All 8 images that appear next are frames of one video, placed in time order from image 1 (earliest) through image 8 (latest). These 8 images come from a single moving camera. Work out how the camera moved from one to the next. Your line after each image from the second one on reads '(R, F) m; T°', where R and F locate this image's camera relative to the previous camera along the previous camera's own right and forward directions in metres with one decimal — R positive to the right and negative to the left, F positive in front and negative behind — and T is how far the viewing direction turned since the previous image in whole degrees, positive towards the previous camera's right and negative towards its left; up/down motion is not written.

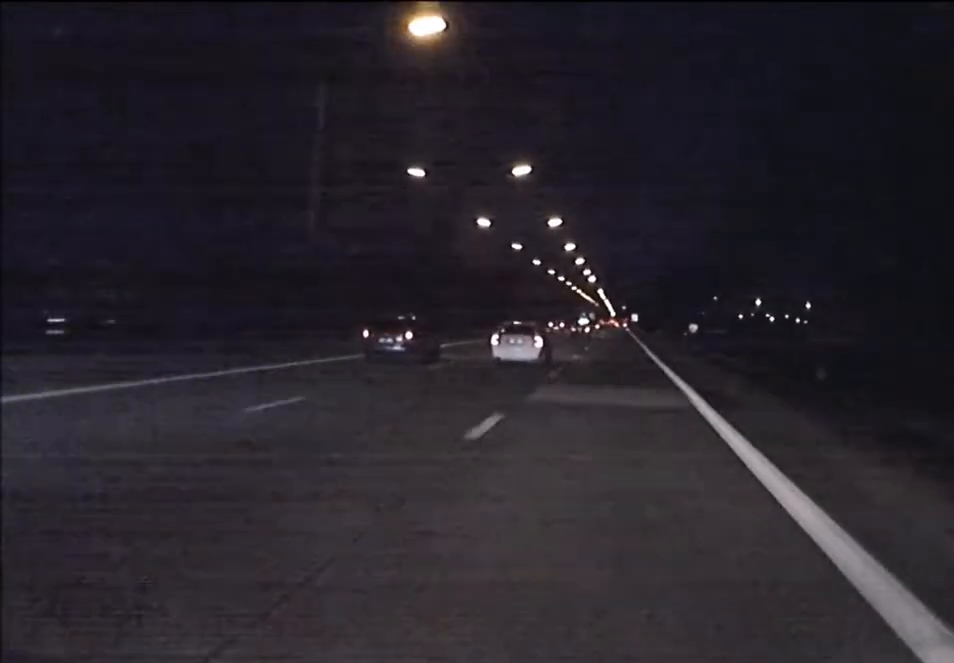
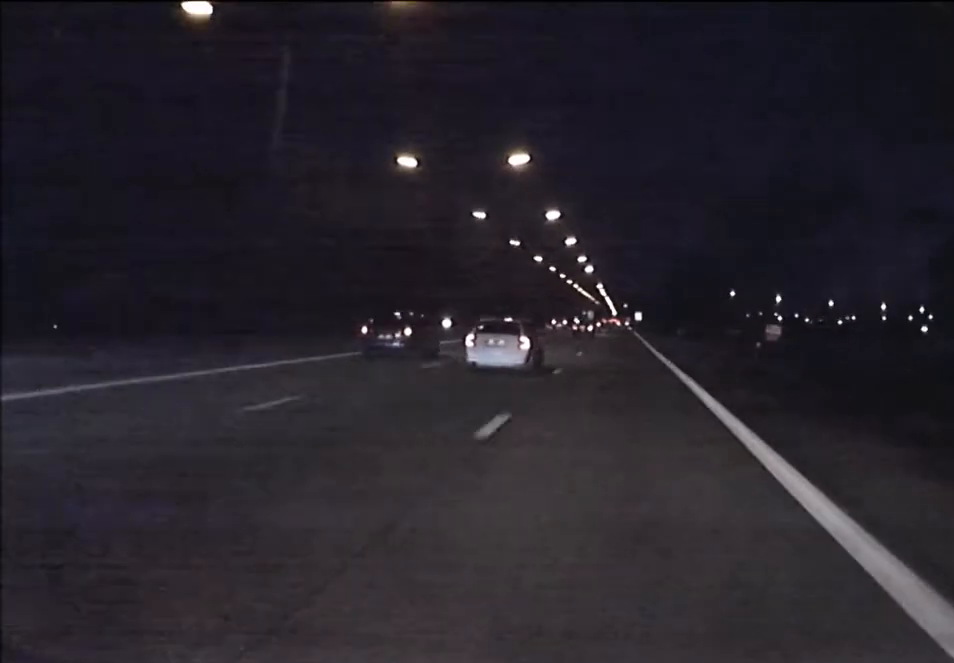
(-0.1, +37.7) m; 0°
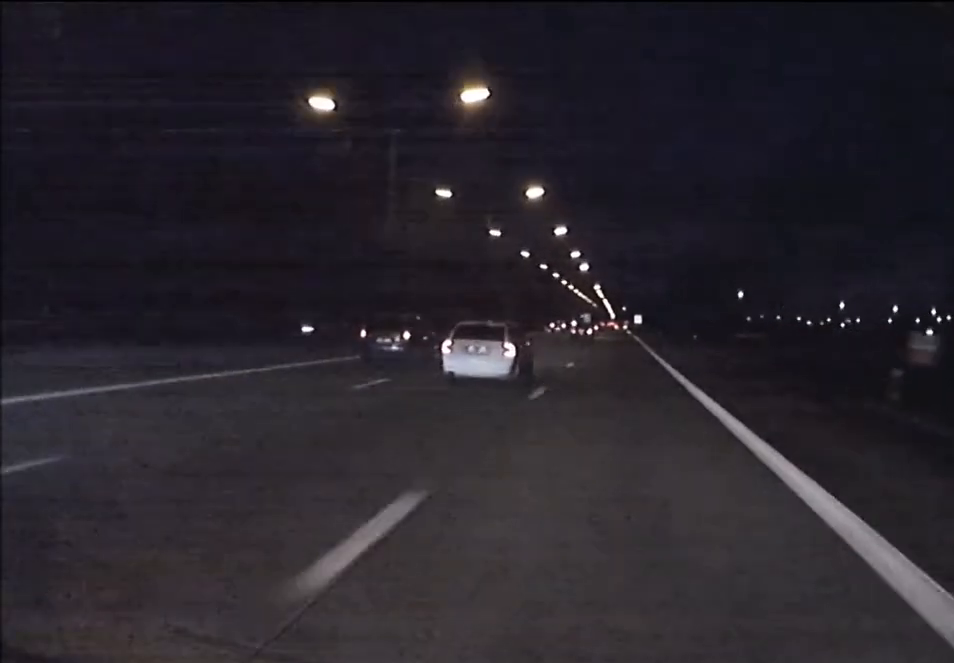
(0.0, +18.9) m; 0°
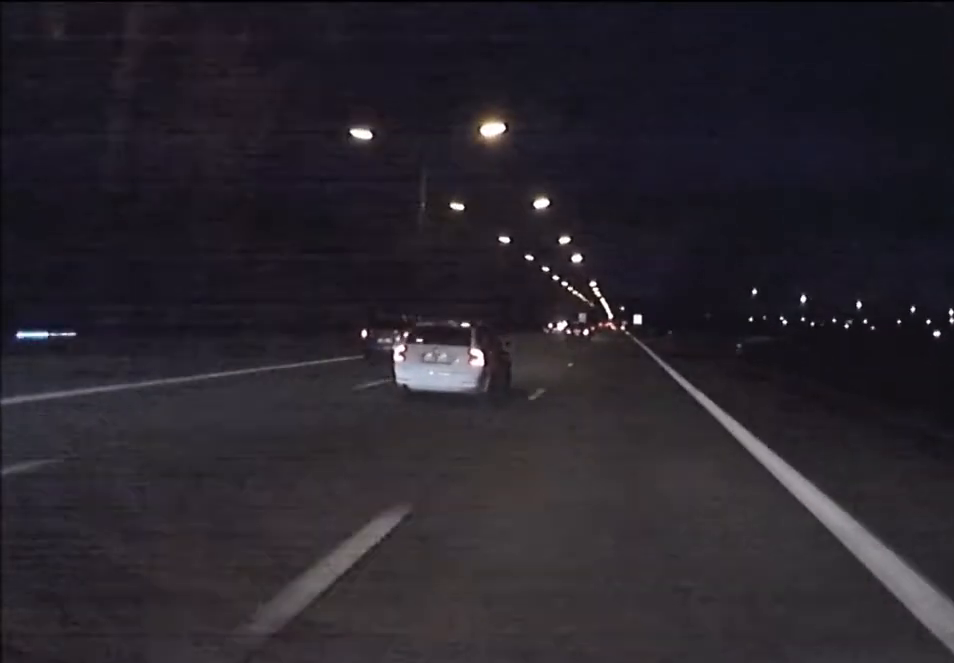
(+0.1, +24.1) m; 0°
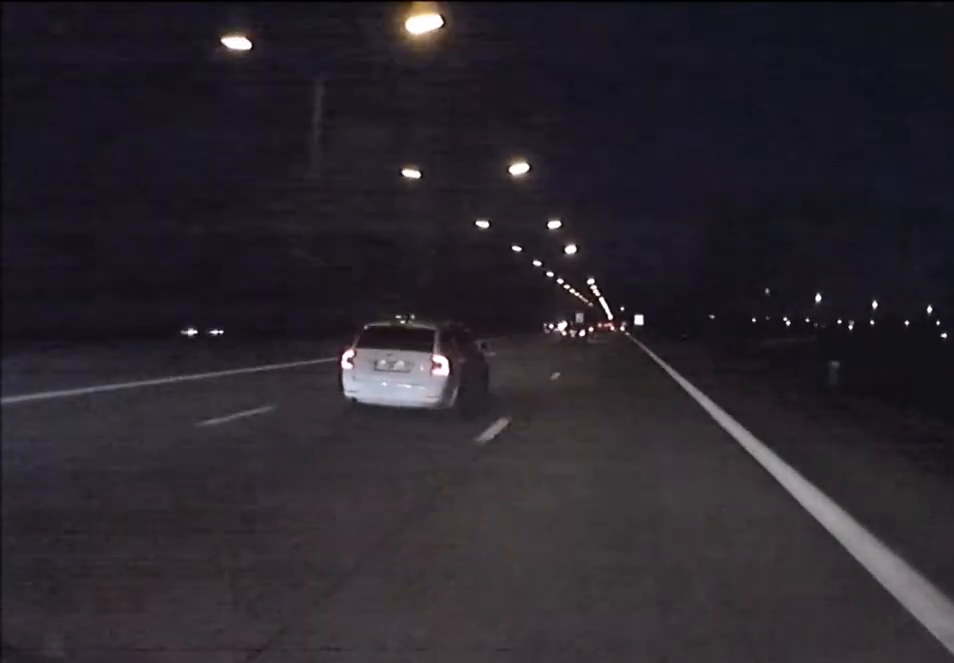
(0.0, +21.0) m; 0°
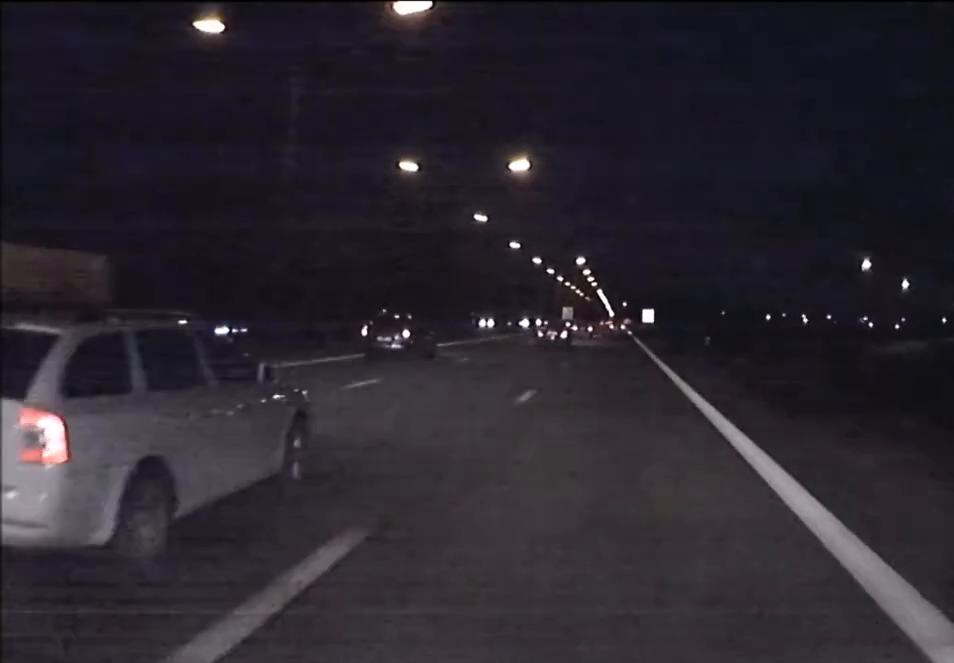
(+0.1, +67.6) m; 0°
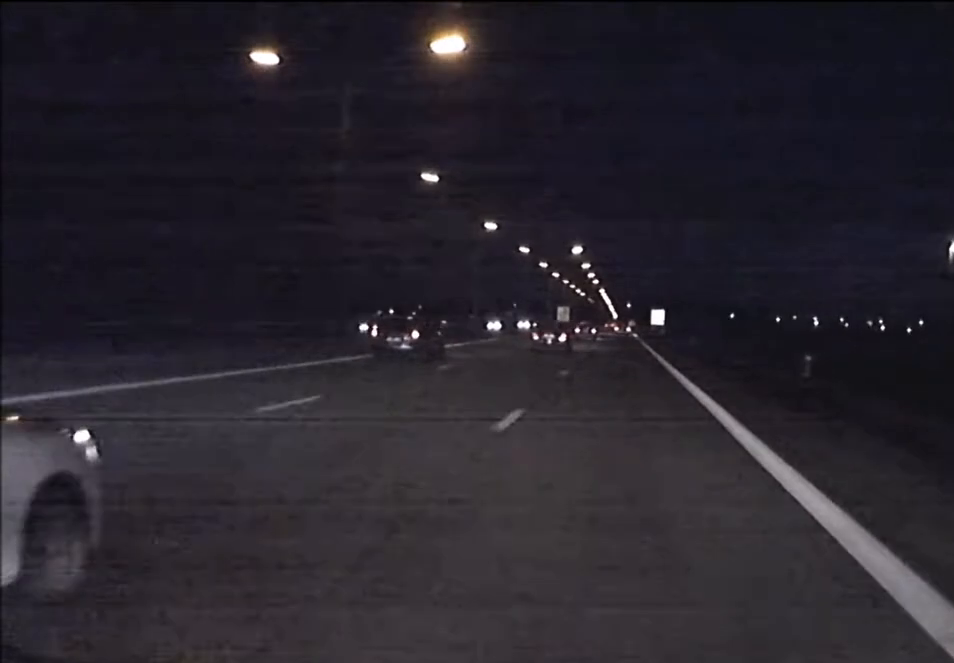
(-0.1, +30.8) m; 0°
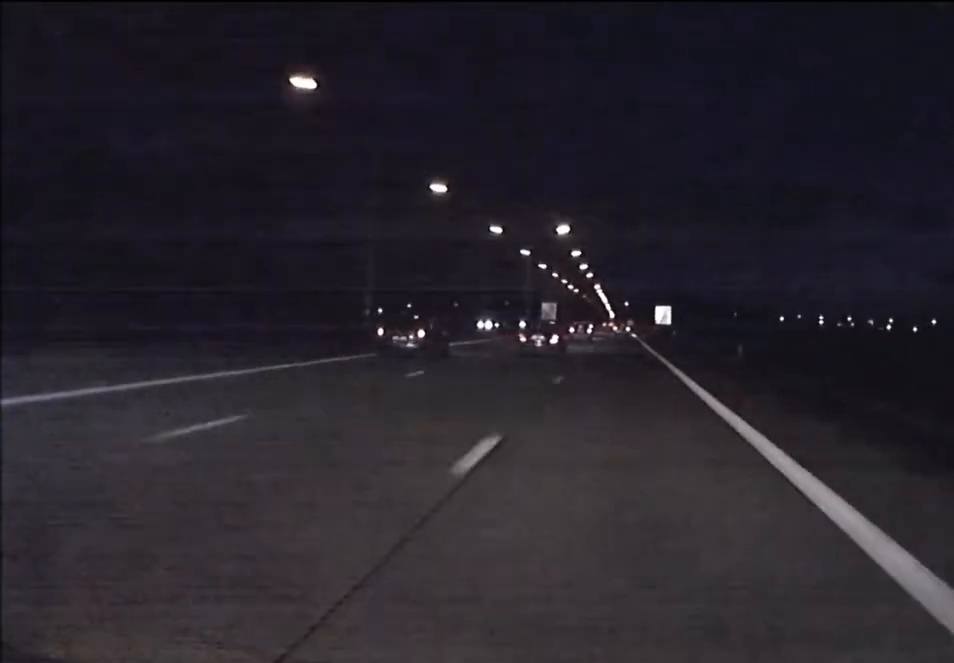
(0.0, +28.6) m; 0°
